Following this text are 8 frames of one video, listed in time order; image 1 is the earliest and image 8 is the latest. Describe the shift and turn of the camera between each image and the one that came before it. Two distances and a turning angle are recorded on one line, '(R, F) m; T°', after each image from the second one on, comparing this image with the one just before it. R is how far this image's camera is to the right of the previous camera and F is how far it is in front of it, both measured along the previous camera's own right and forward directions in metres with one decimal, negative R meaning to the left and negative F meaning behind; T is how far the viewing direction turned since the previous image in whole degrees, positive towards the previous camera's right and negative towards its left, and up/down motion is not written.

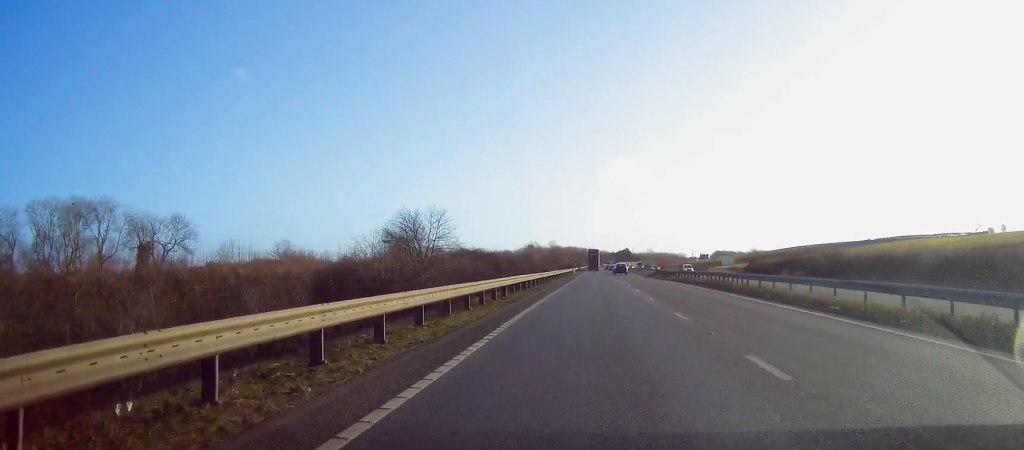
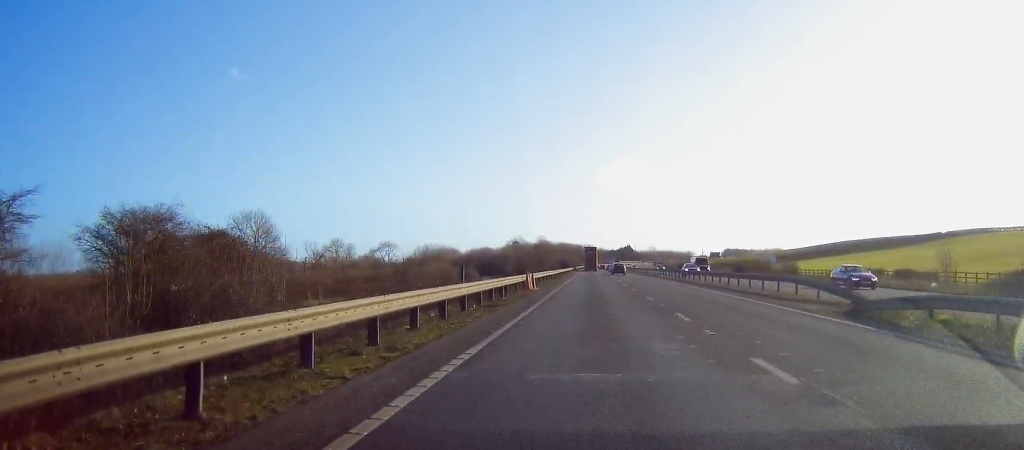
(+0.3, +72.4) m; +1°
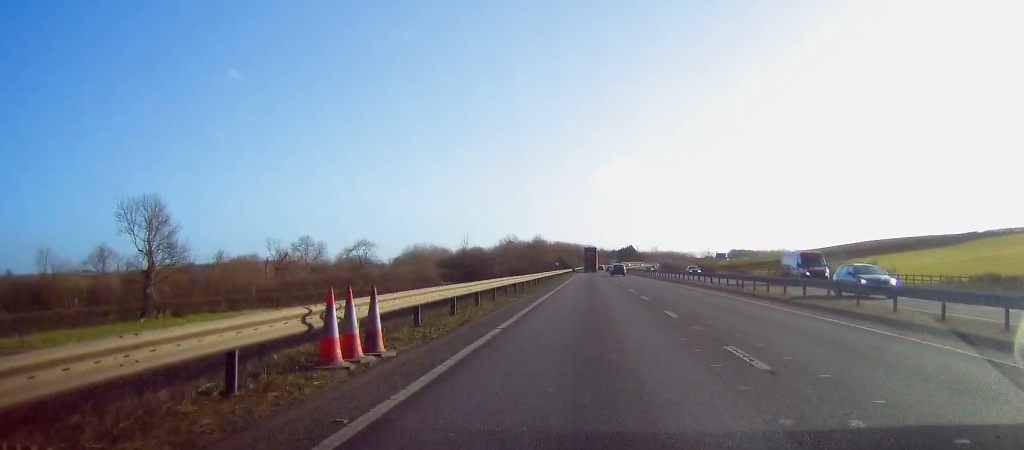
(-0.1, +27.0) m; -1°
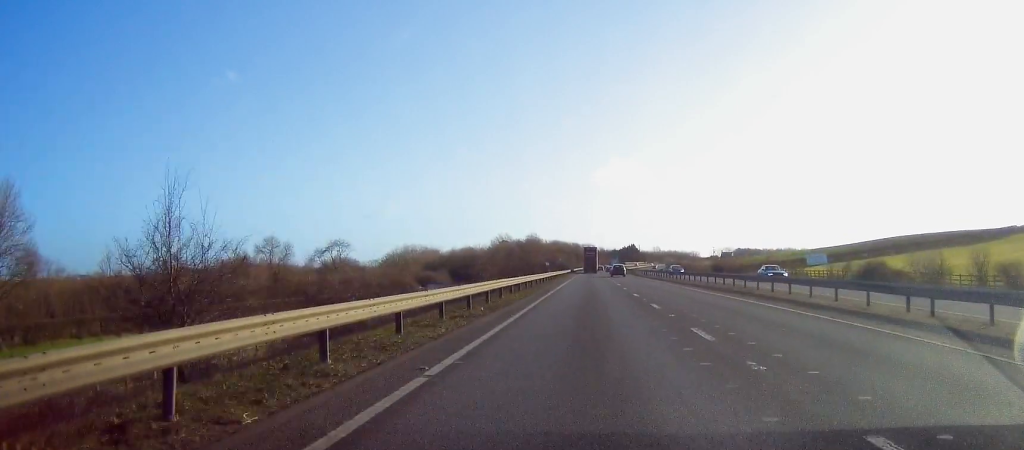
(-0.4, +24.9) m; 0°
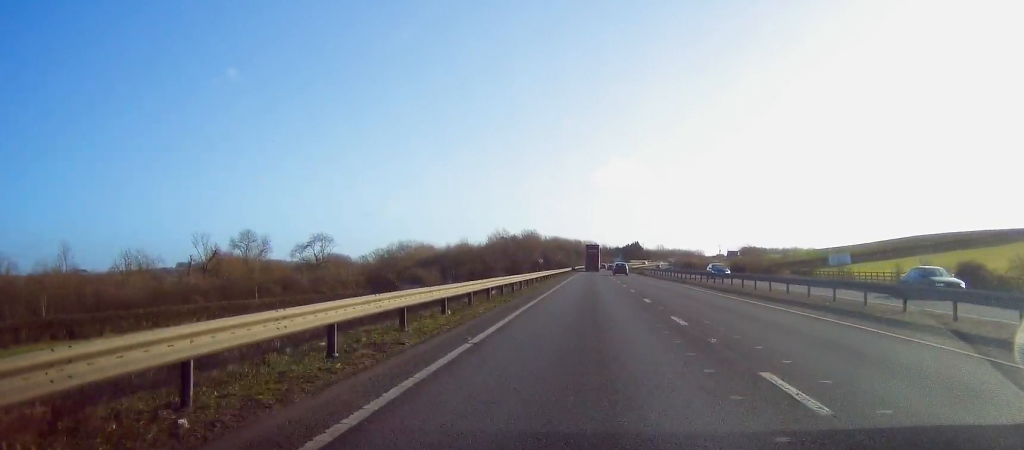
(+0.3, +15.6) m; +1°
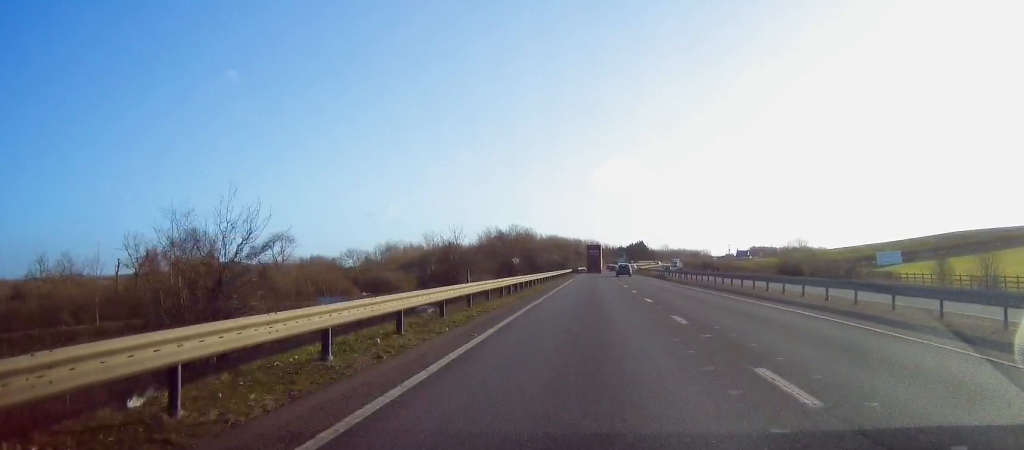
(+0.3, +28.1) m; 0°
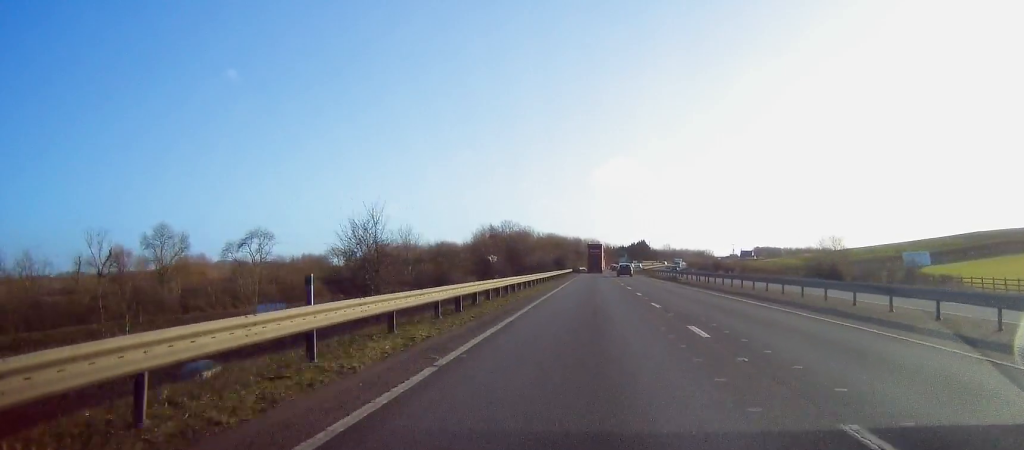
(0.0, +12.5) m; 0°
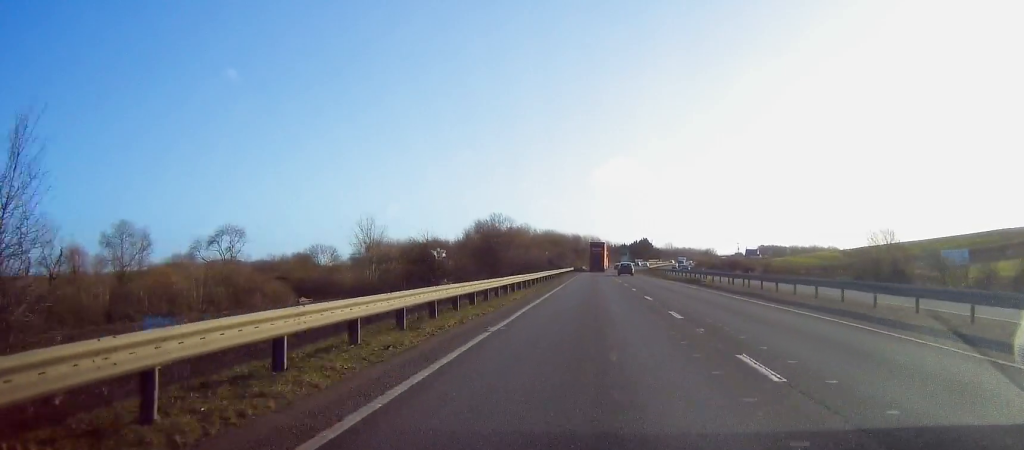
(0.0, +14.6) m; 0°
